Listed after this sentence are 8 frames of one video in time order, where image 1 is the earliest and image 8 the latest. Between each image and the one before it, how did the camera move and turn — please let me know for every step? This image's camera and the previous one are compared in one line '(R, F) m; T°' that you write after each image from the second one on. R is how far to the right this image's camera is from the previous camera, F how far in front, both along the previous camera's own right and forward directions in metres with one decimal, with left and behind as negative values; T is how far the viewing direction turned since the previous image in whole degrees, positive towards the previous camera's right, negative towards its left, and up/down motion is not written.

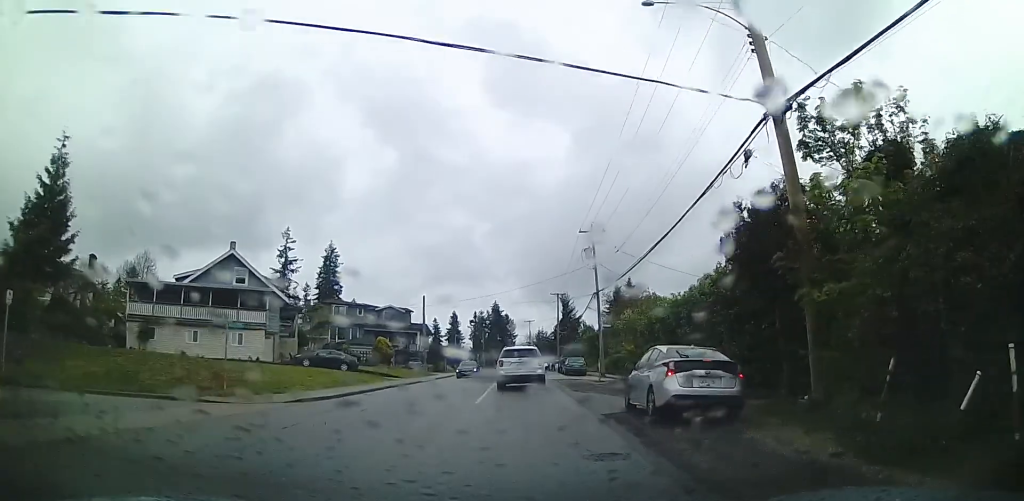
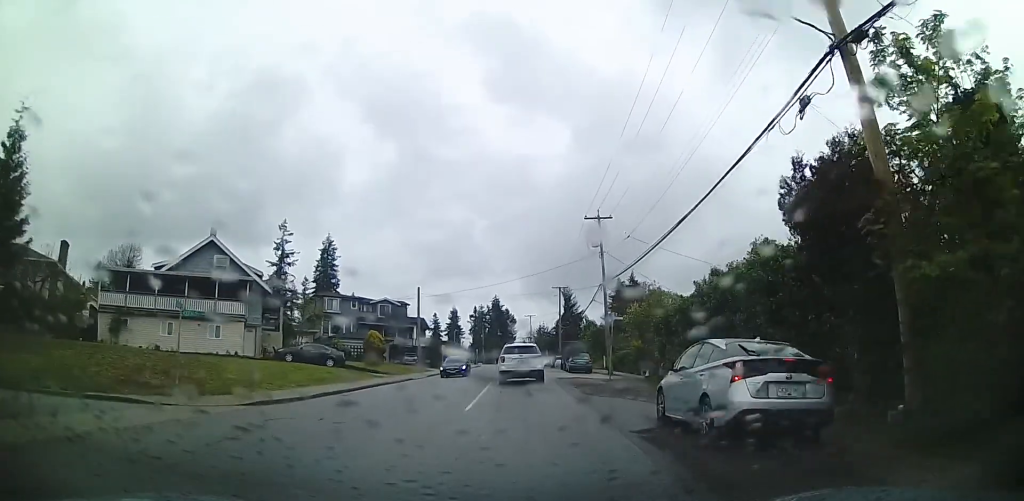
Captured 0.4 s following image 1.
(0.0, +3.0) m; 0°
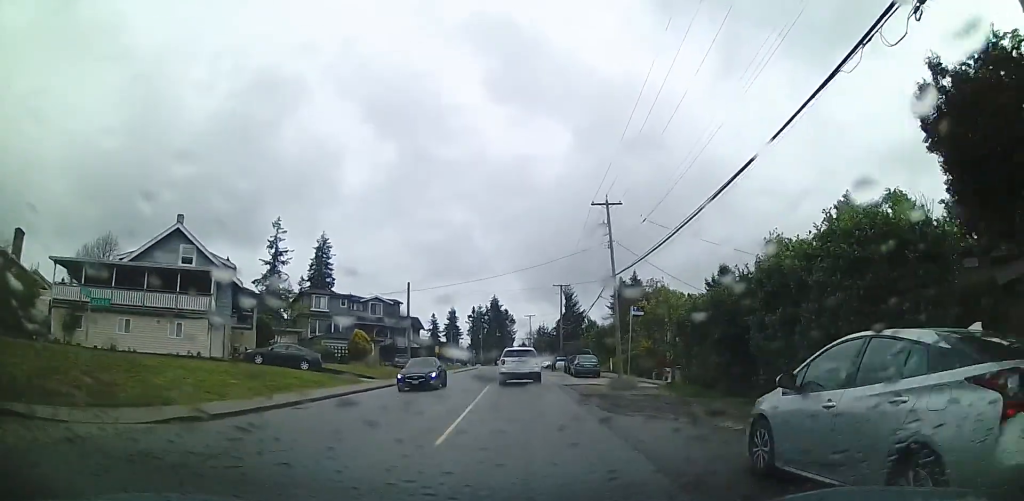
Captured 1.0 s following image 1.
(0.0, +4.1) m; 0°
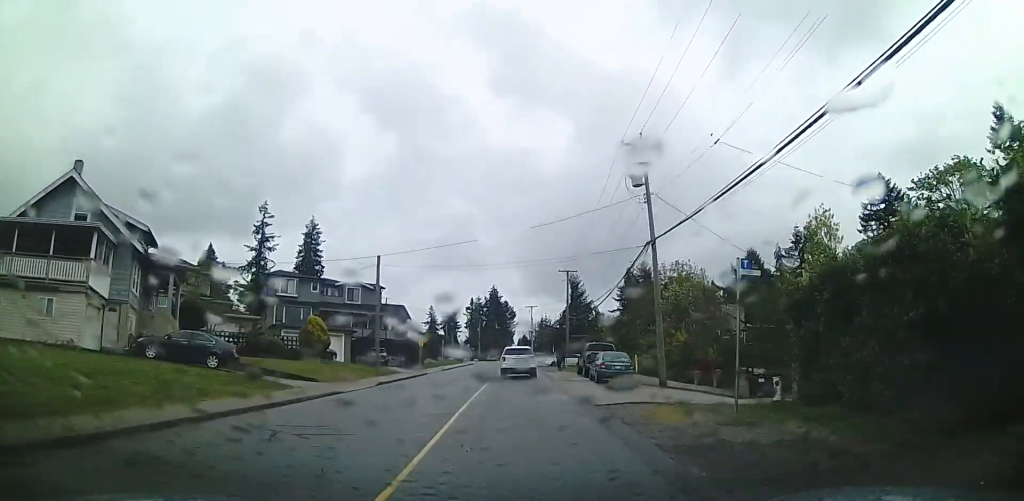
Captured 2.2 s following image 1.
(0.0, +9.8) m; -1°
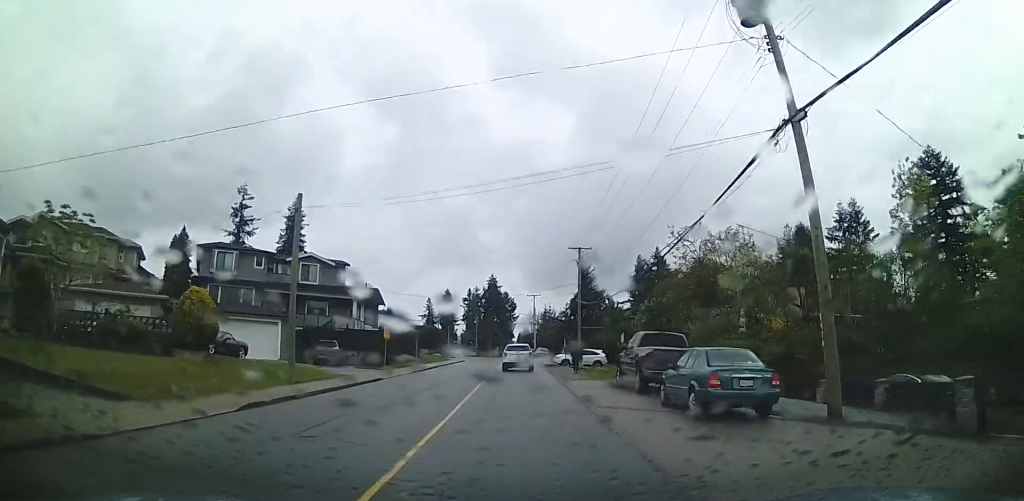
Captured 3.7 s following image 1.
(-0.3, +12.8) m; 0°
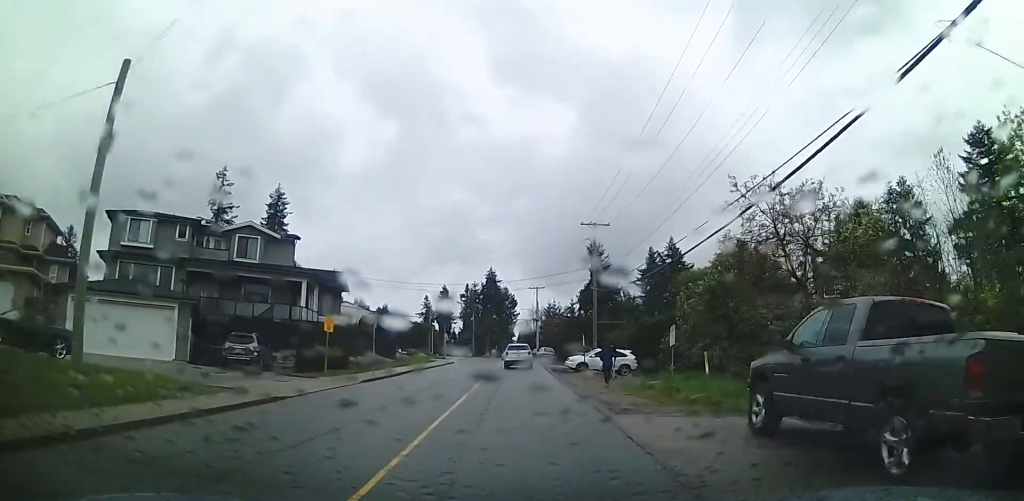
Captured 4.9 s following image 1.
(+0.6, +11.2) m; +2°
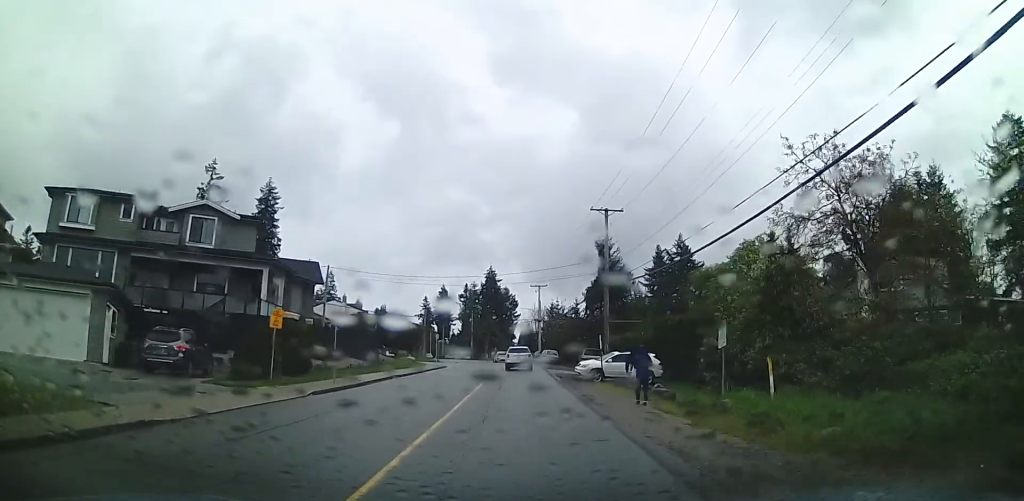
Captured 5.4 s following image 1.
(-0.2, +5.9) m; -2°
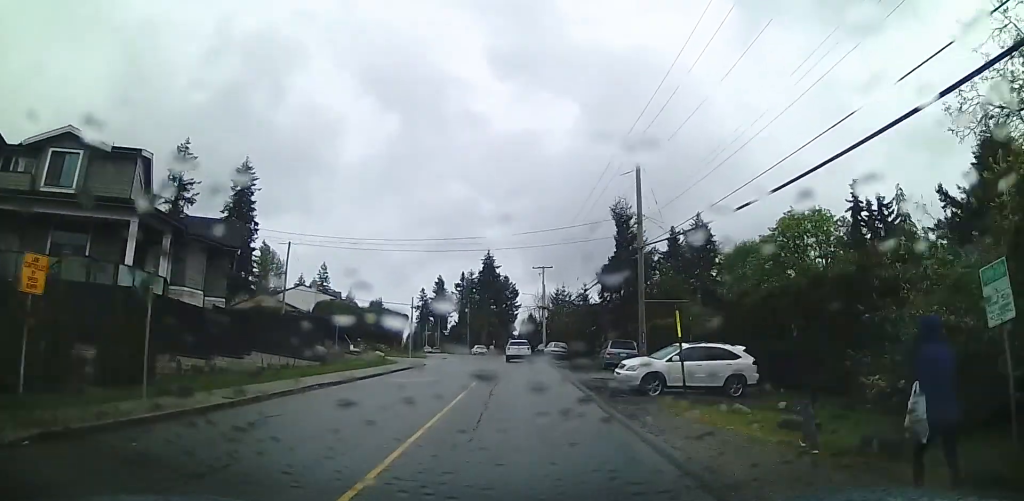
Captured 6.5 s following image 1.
(-0.3, +11.5) m; -1°
